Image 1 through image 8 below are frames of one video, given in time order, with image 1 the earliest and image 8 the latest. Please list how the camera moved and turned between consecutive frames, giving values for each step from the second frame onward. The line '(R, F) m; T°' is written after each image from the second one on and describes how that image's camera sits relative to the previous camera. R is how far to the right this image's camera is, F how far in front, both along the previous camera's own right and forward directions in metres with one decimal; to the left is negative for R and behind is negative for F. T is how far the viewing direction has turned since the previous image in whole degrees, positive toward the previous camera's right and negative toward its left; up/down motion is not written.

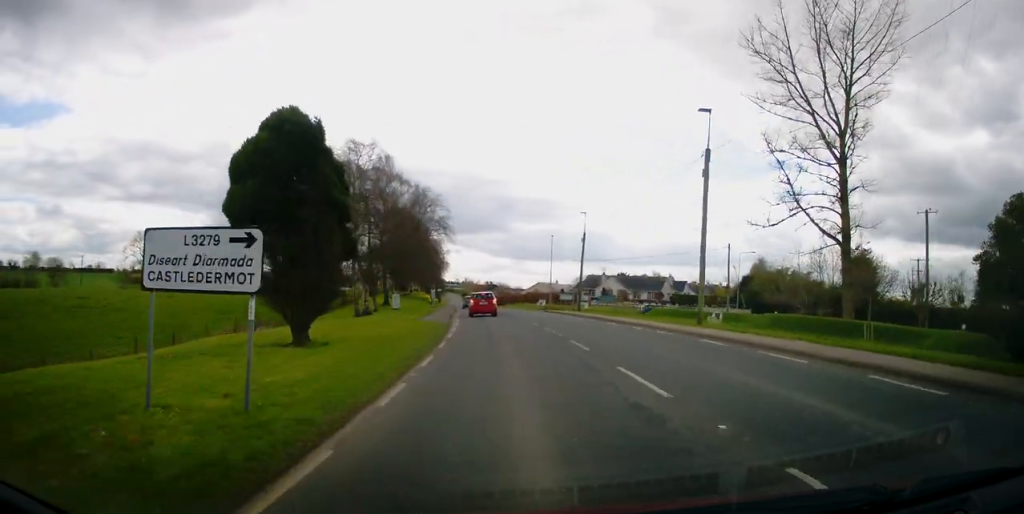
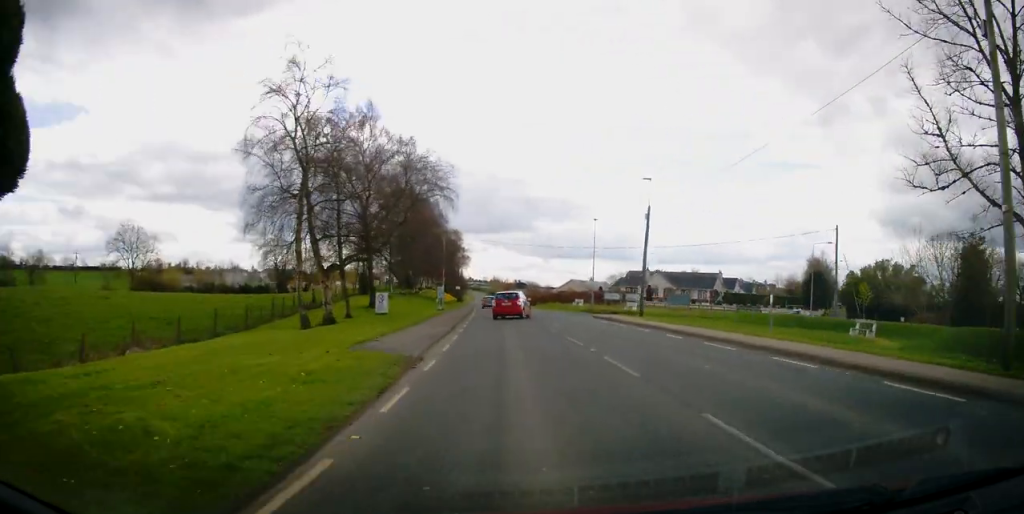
(-0.4, +16.5) m; -4°
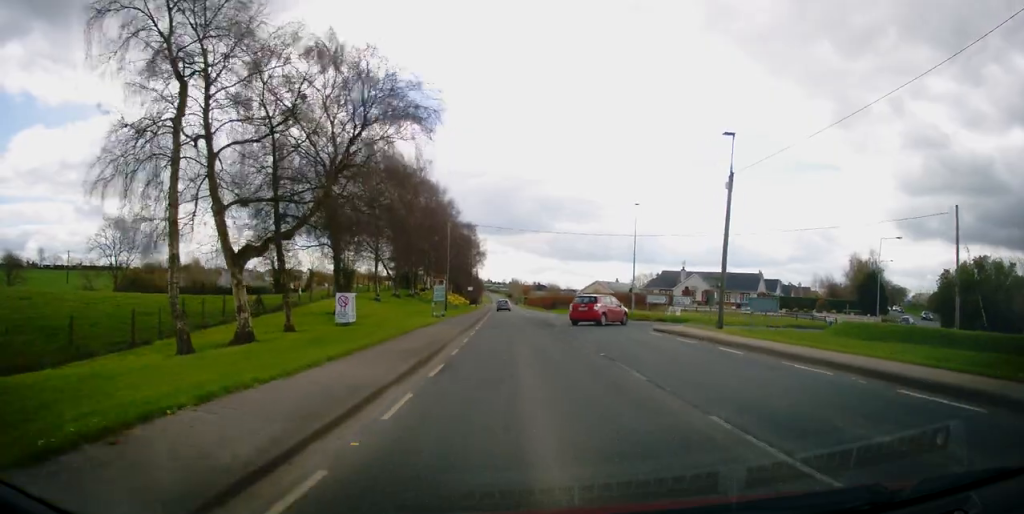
(-0.6, +12.4) m; -1°
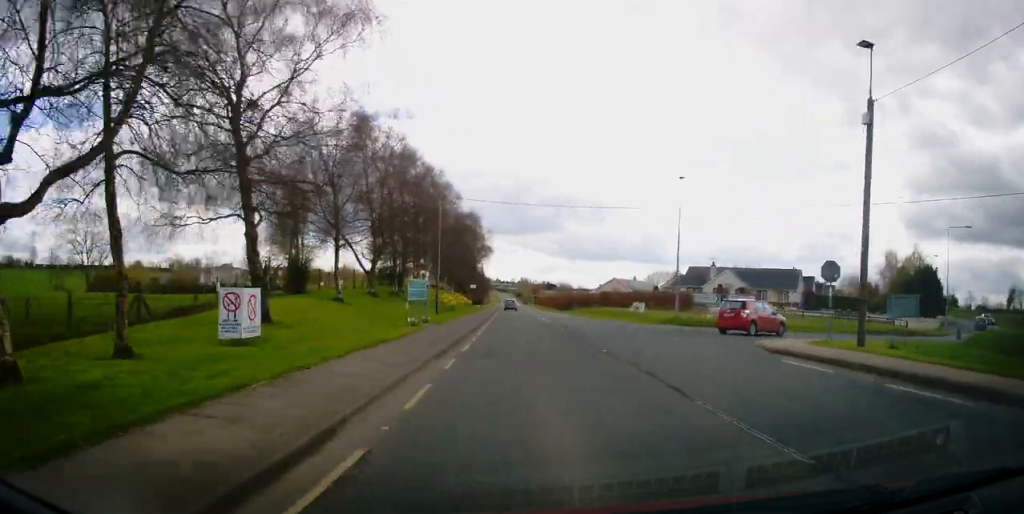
(+0.2, +11.2) m; 0°
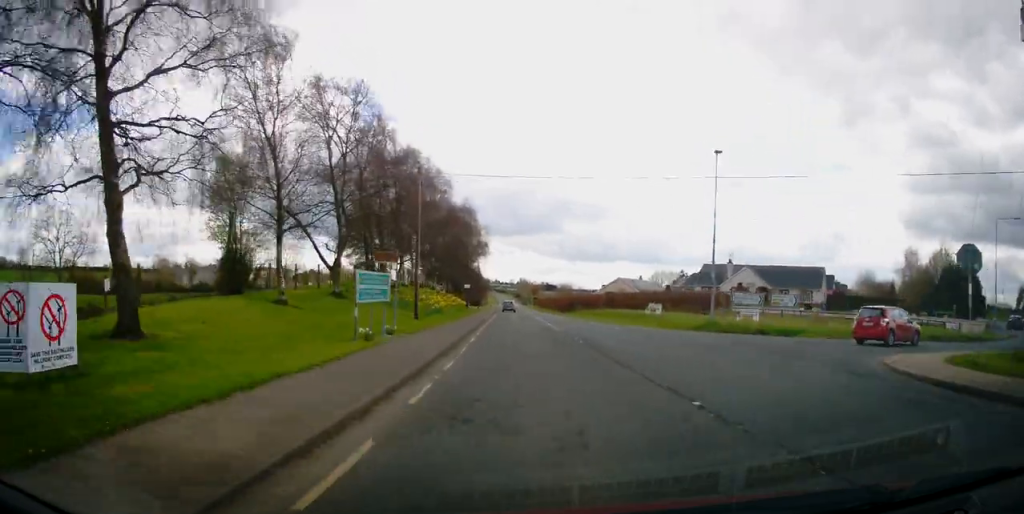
(-0.2, +7.5) m; -1°
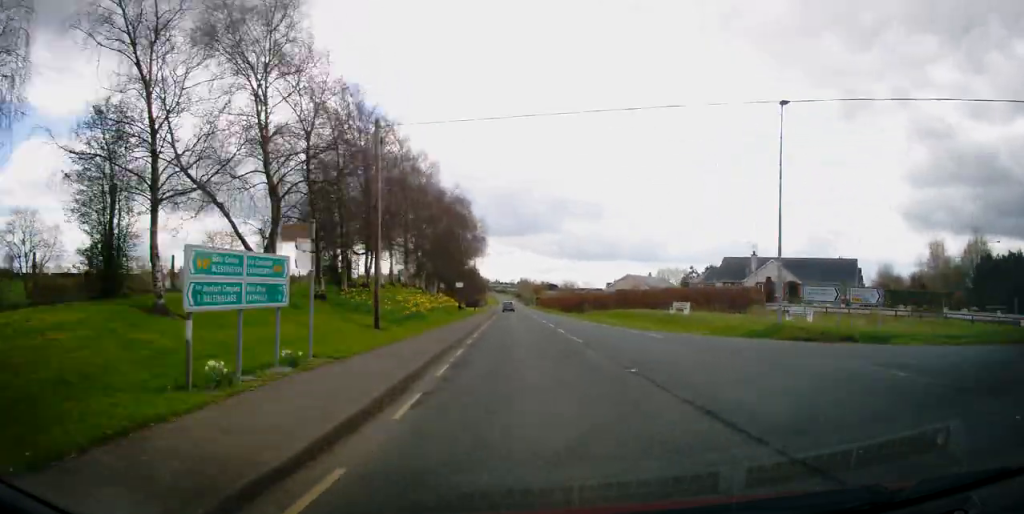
(-0.1, +8.6) m; -1°
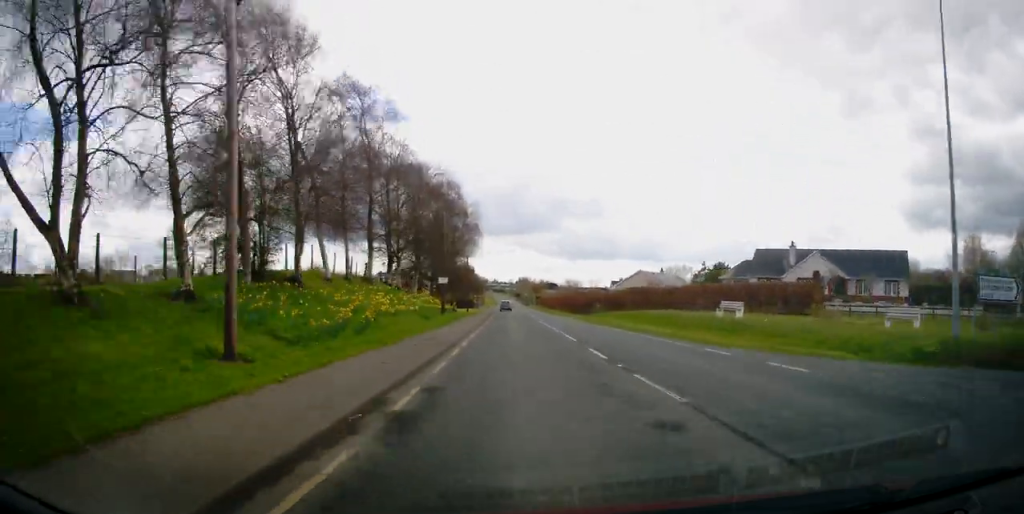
(0.0, +11.0) m; 0°
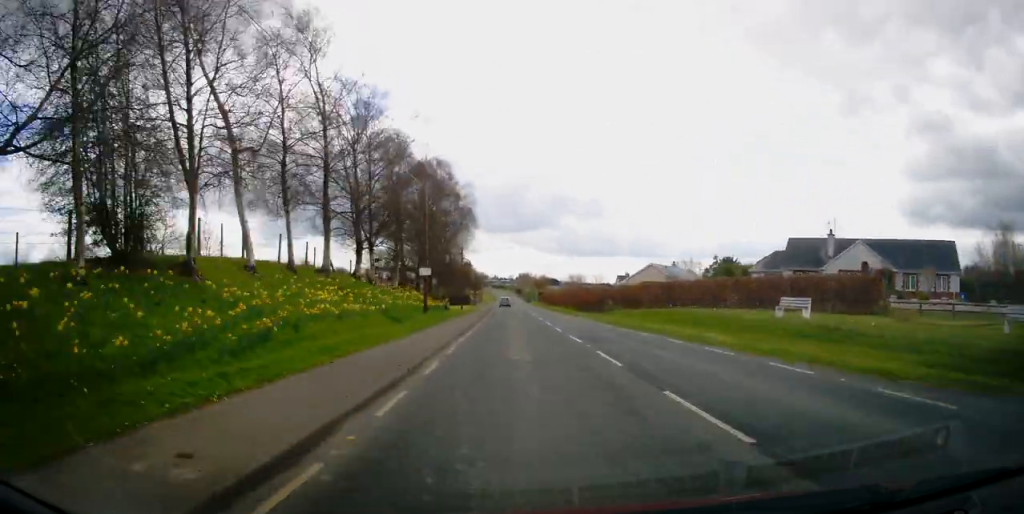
(0.0, +8.2) m; 0°
